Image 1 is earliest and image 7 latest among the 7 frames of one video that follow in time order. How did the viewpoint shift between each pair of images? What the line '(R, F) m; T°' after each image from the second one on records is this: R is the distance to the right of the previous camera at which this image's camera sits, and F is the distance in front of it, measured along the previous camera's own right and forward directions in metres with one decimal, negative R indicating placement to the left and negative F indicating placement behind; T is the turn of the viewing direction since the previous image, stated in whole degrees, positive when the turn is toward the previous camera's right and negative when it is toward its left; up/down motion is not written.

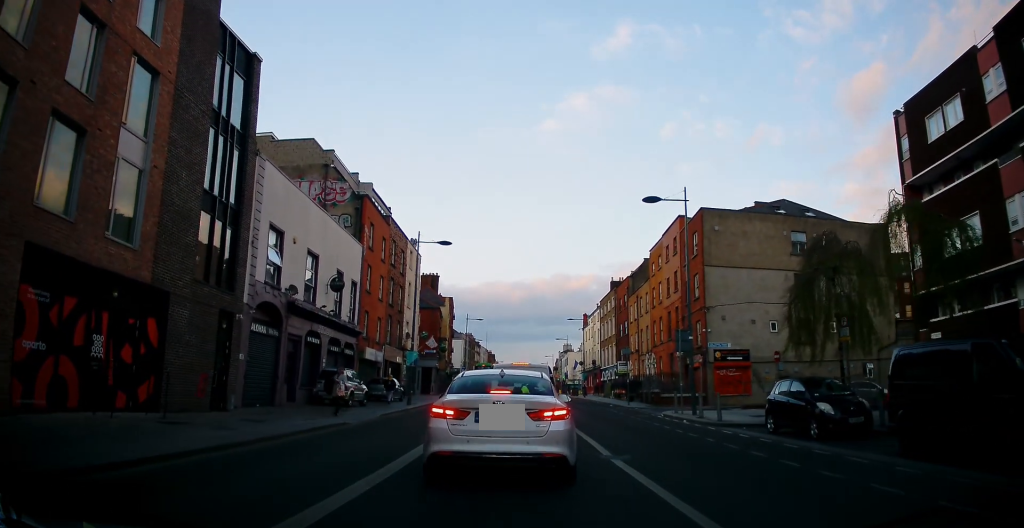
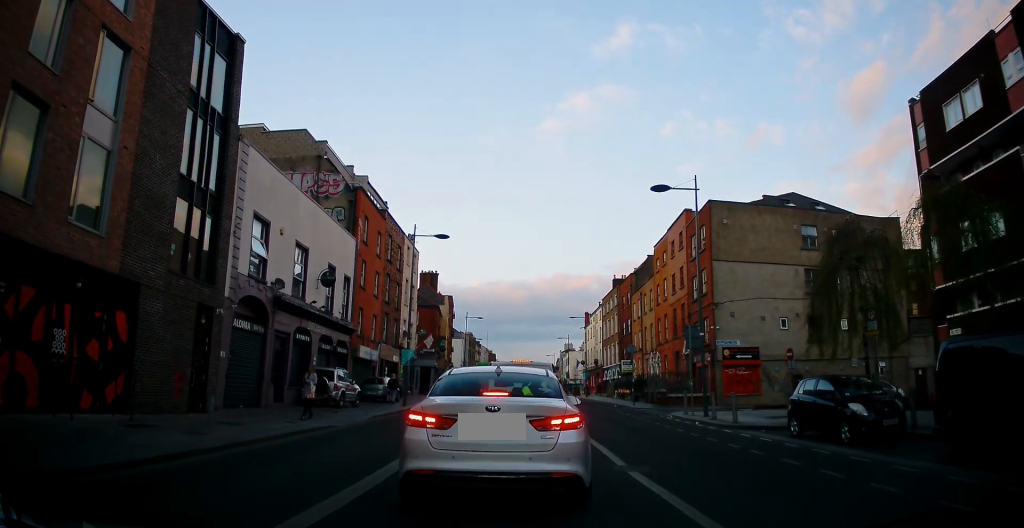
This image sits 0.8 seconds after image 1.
(0.0, +2.0) m; +1°
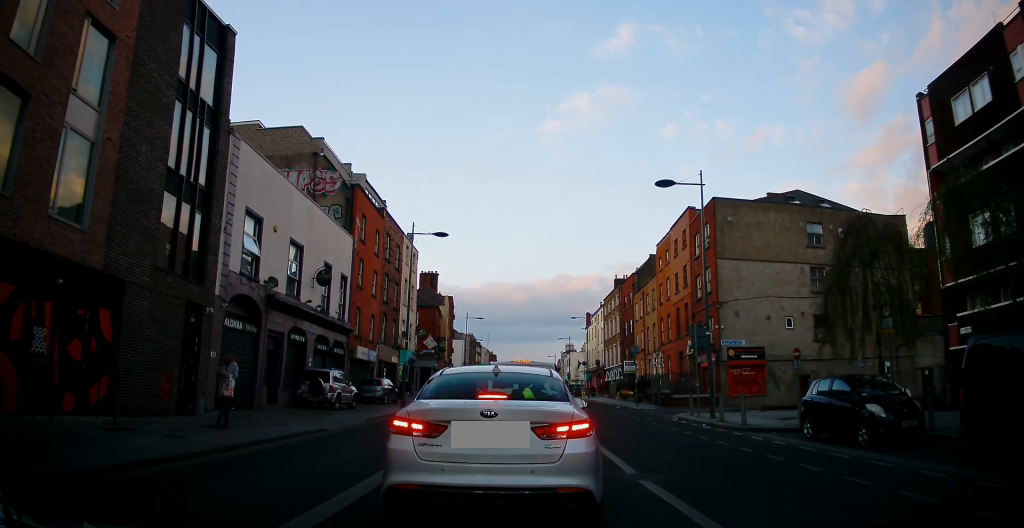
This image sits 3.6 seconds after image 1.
(-0.3, +1.9) m; 0°
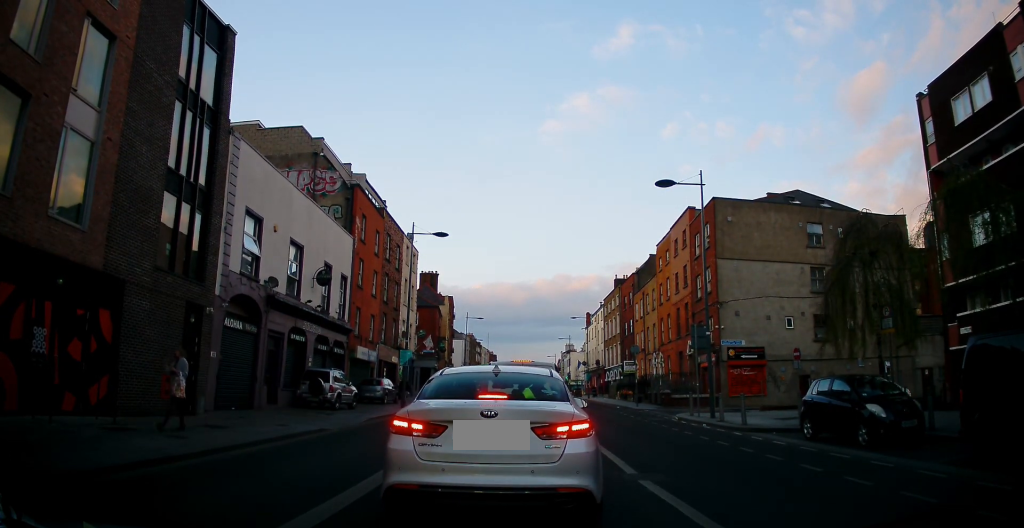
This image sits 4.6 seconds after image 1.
(0.0, 0.0) m; 0°
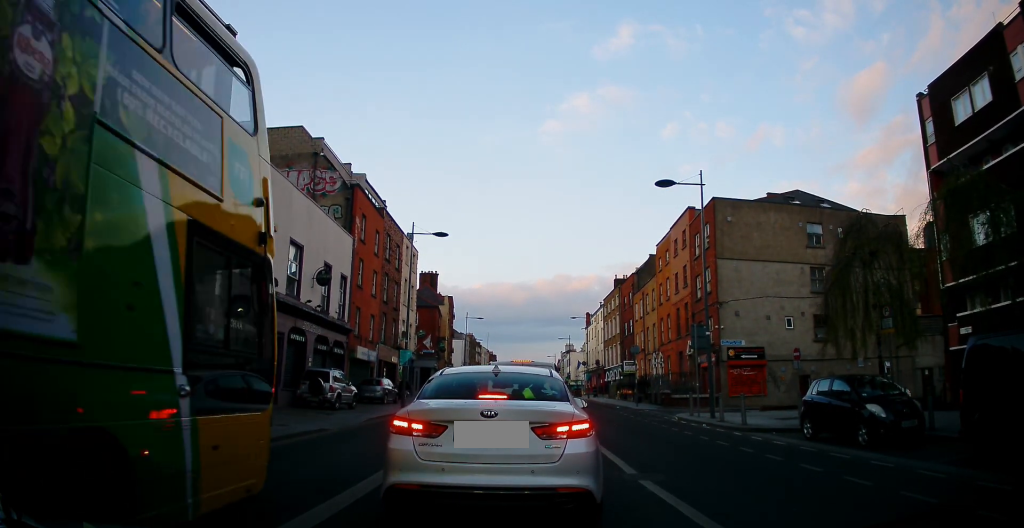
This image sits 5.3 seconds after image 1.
(0.0, 0.0) m; 0°
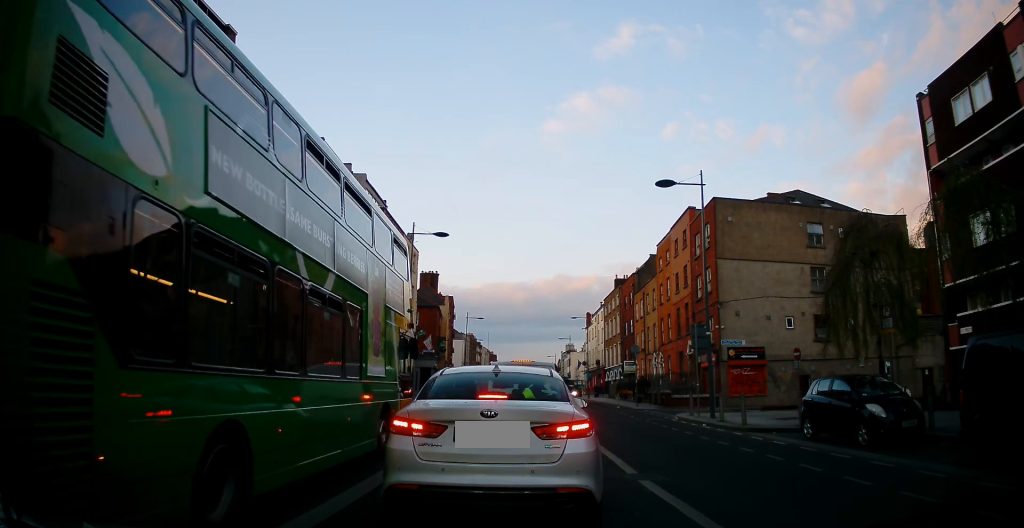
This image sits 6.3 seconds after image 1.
(0.0, 0.0) m; 0°
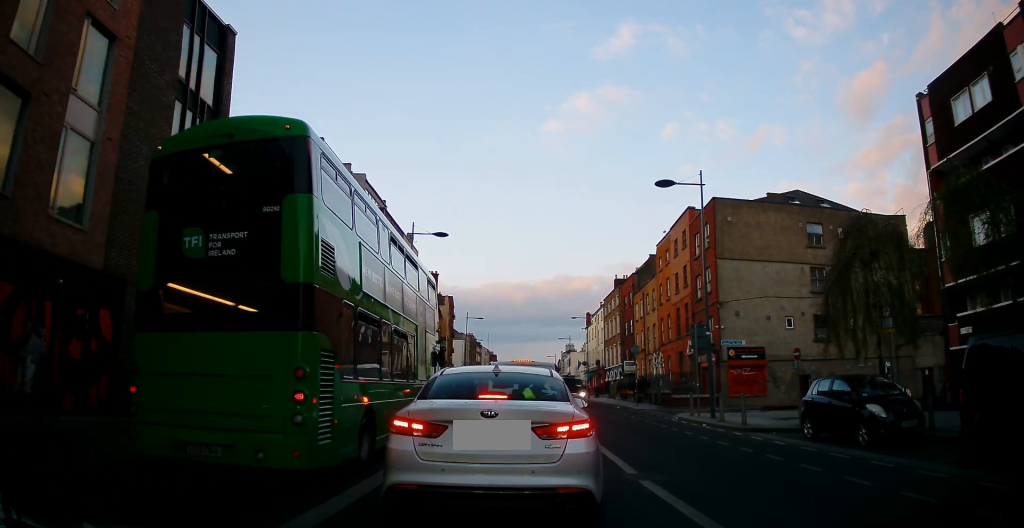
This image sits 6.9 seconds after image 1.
(0.0, 0.0) m; 0°
